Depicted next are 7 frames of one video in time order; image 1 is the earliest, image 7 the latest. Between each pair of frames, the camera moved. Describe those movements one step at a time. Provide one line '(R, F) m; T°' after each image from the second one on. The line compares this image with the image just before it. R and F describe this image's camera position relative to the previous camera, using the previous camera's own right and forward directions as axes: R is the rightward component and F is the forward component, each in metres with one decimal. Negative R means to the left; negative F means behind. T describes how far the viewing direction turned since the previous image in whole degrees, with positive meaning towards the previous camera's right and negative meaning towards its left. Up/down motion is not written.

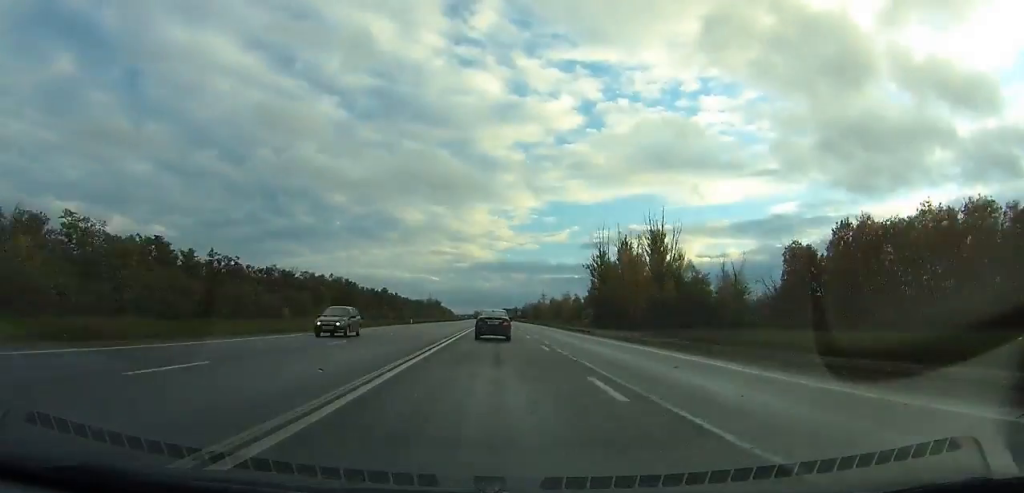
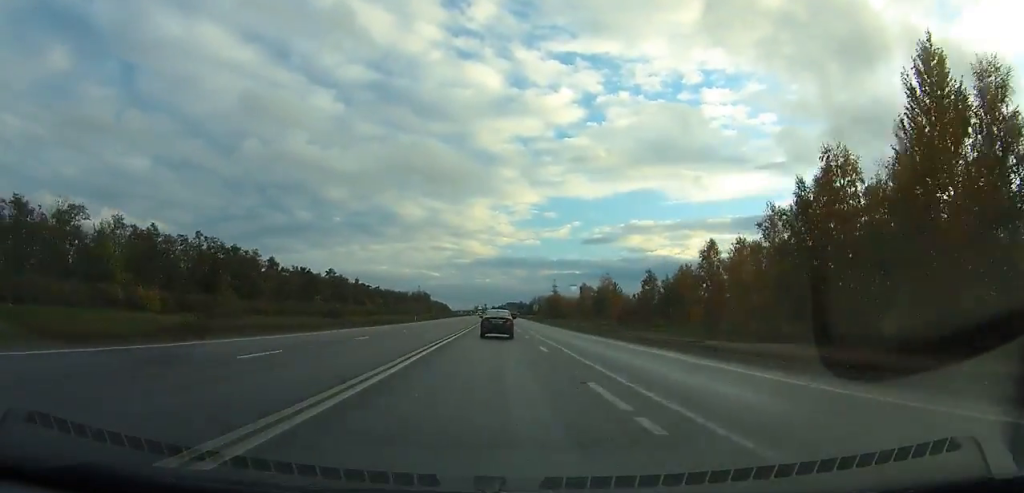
(+0.1, +96.5) m; 0°
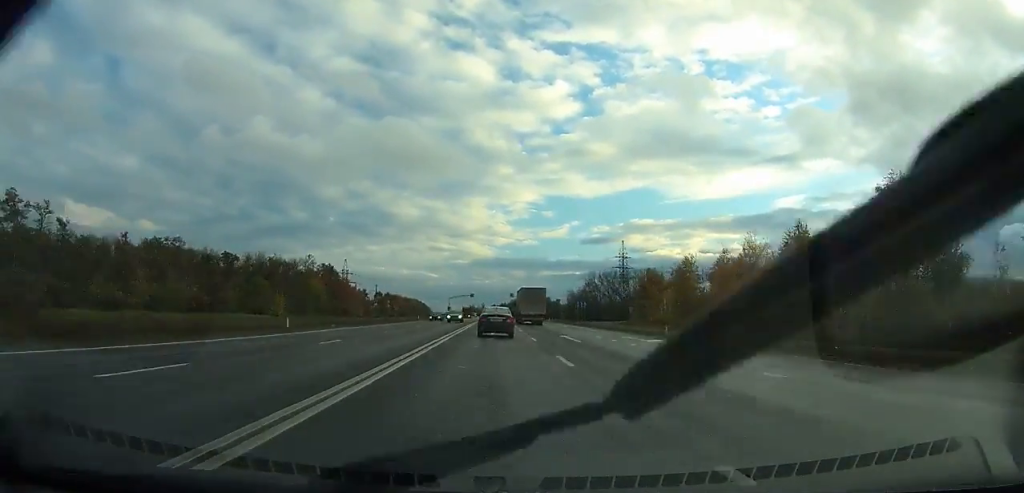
(-2.1, +256.5) m; -1°
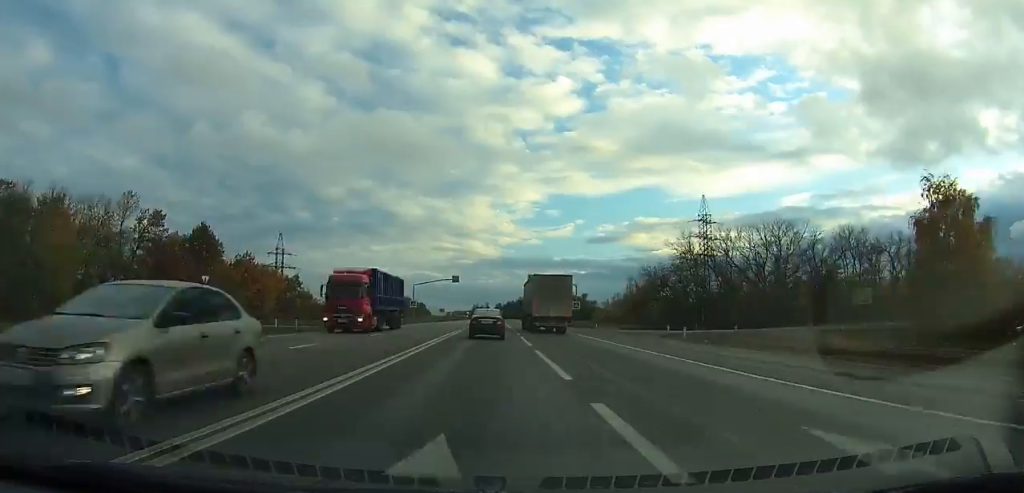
(0.0, +91.4) m; 0°
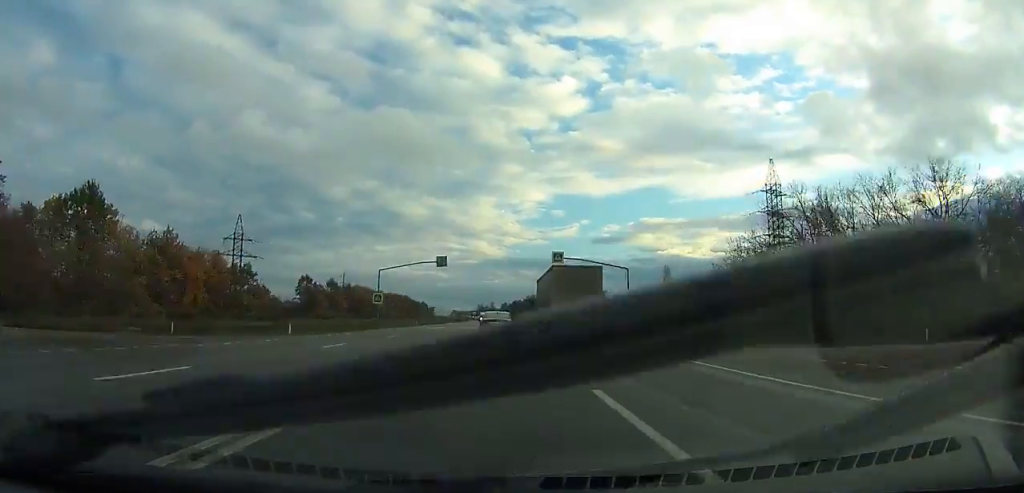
(0.0, +35.7) m; 0°
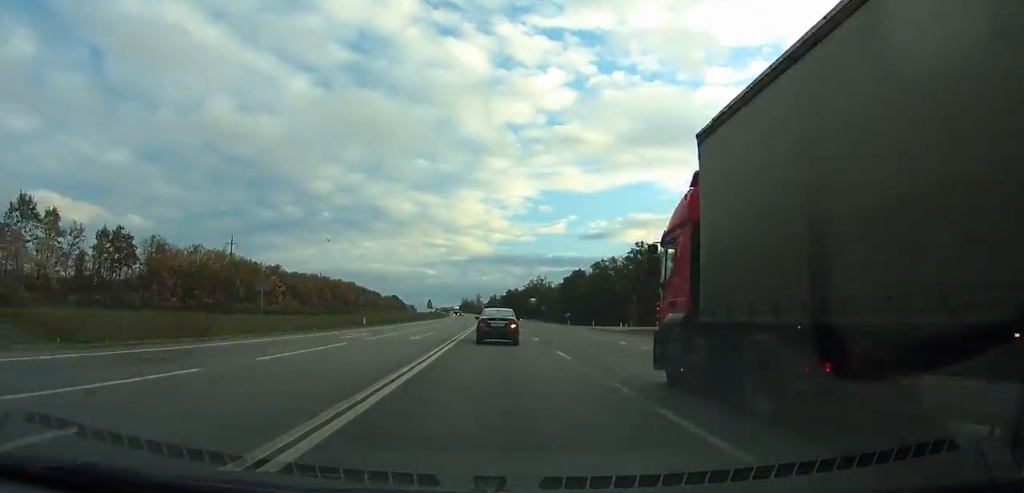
(+0.1, +128.8) m; 0°
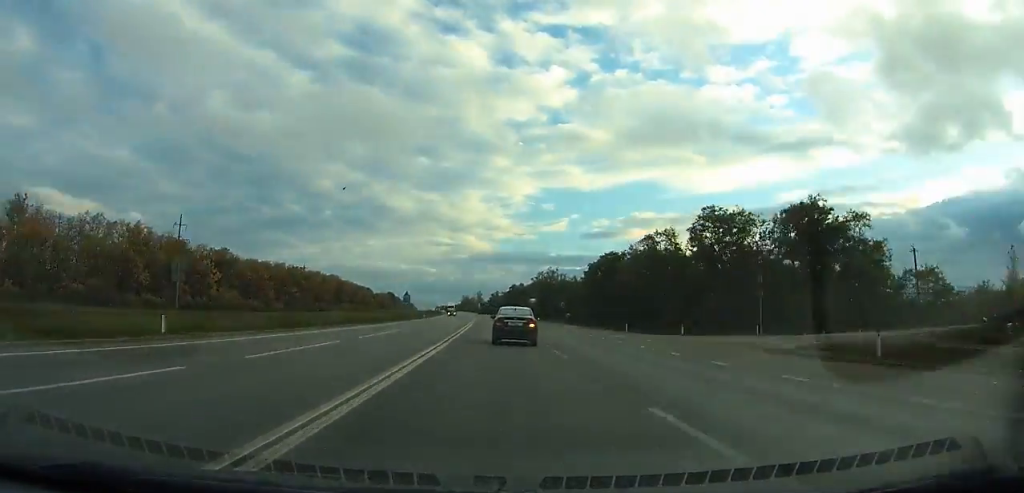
(+0.1, +35.5) m; 0°
